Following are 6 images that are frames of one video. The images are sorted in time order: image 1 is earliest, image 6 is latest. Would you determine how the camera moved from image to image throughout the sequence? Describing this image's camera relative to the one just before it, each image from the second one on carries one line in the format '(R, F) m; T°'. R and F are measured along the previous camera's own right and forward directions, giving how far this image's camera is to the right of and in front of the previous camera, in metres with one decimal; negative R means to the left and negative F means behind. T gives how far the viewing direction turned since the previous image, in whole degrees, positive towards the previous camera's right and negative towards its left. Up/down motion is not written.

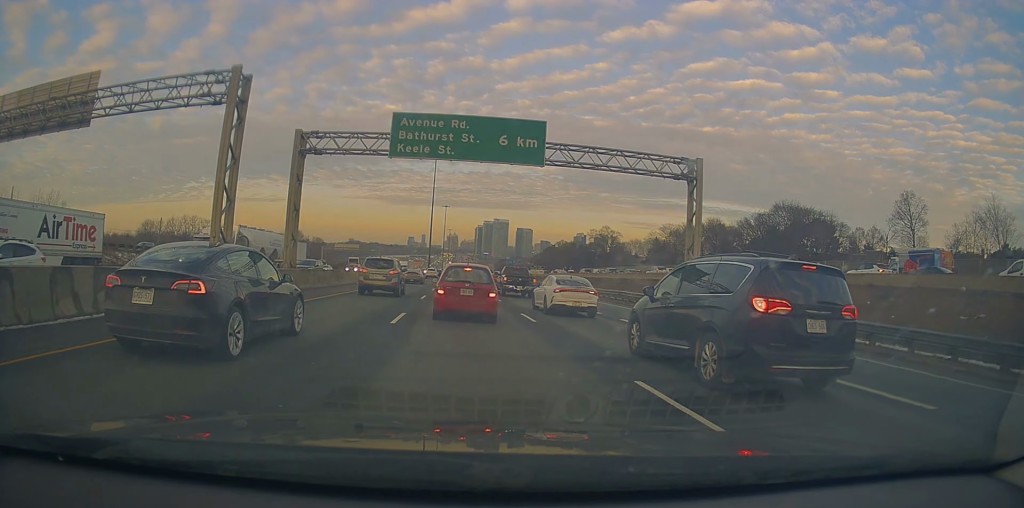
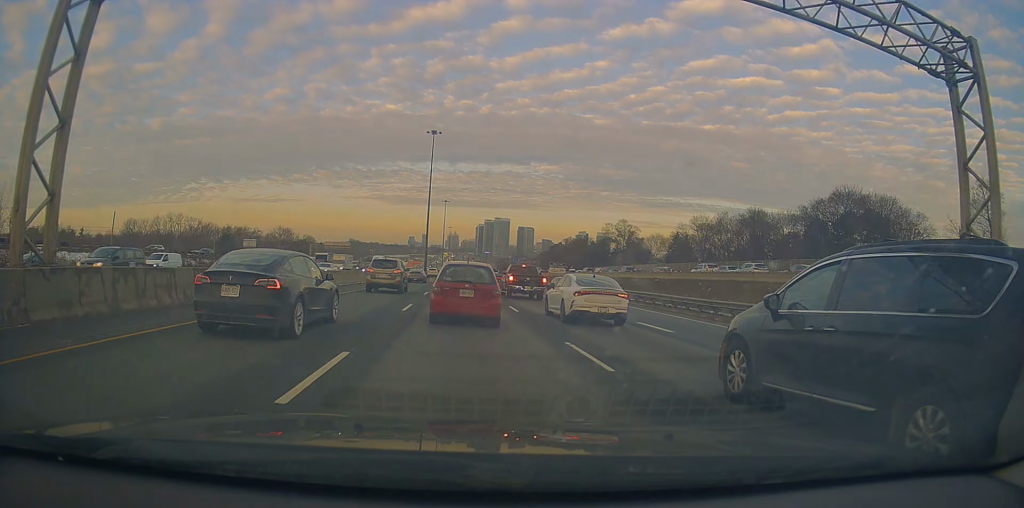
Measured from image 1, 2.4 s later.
(+0.3, +20.2) m; +2°
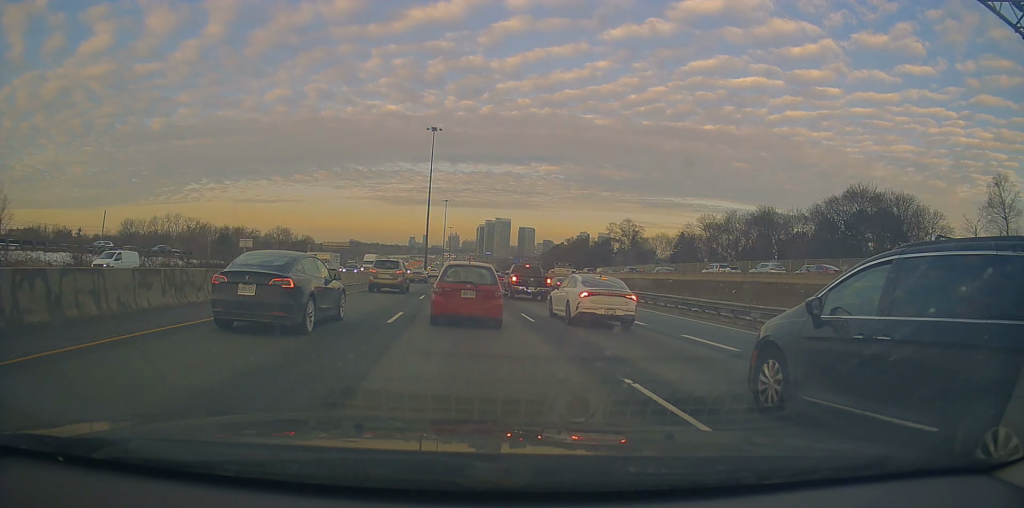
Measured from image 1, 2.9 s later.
(+0.2, +3.9) m; +2°
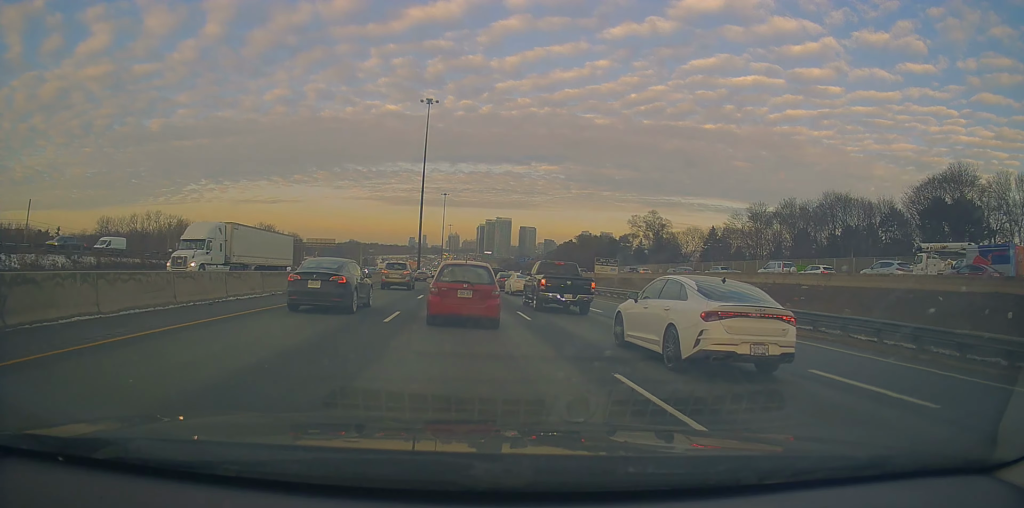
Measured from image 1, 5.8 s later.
(-0.9, +23.7) m; -3°
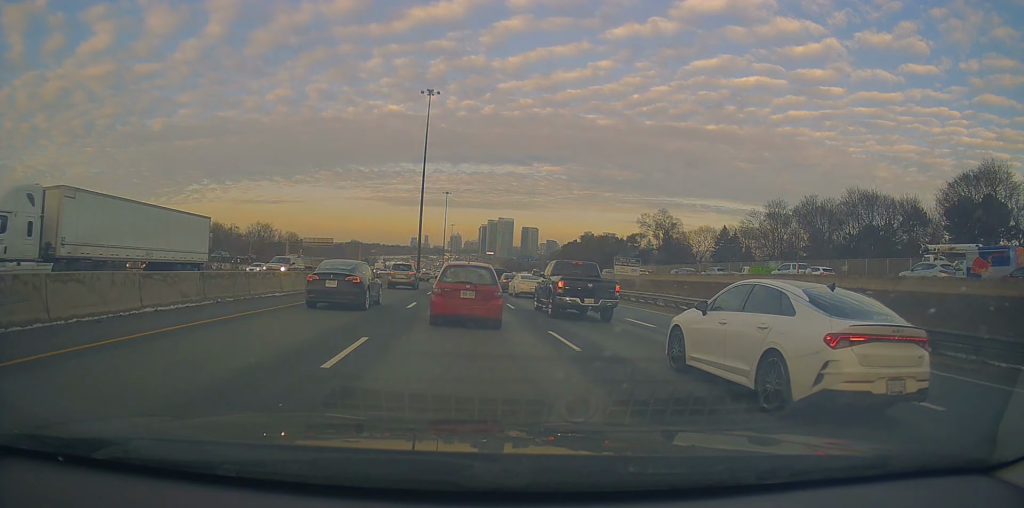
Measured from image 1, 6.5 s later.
(-0.1, +6.3) m; -2°
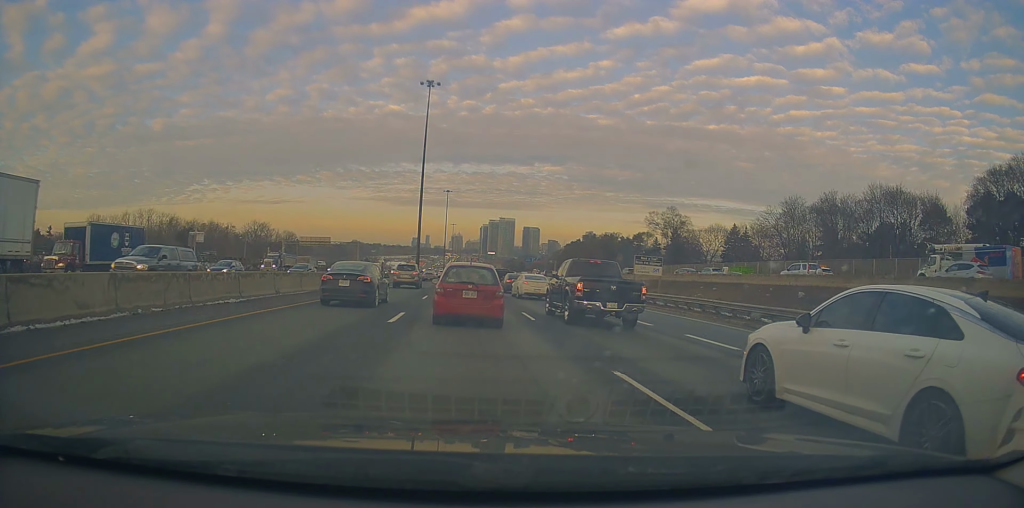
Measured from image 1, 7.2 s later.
(-0.2, +5.5) m; -2°
